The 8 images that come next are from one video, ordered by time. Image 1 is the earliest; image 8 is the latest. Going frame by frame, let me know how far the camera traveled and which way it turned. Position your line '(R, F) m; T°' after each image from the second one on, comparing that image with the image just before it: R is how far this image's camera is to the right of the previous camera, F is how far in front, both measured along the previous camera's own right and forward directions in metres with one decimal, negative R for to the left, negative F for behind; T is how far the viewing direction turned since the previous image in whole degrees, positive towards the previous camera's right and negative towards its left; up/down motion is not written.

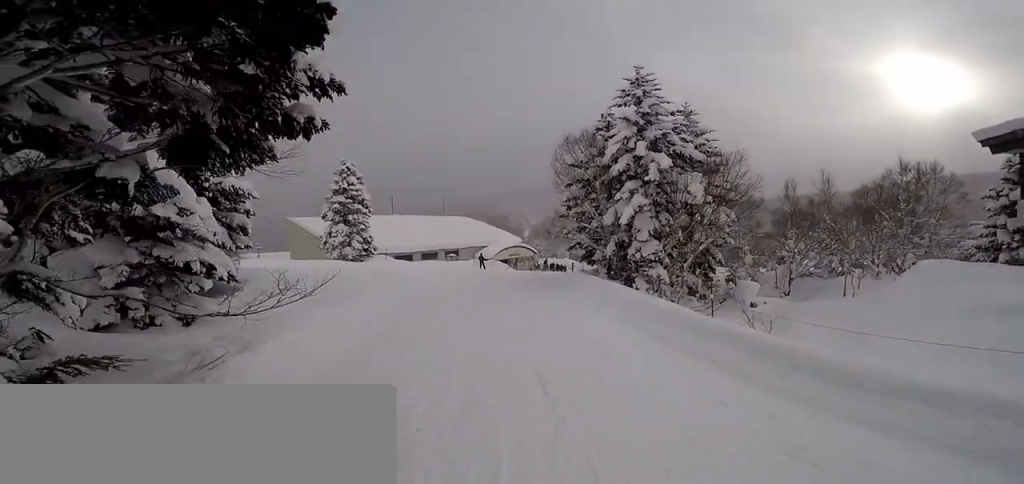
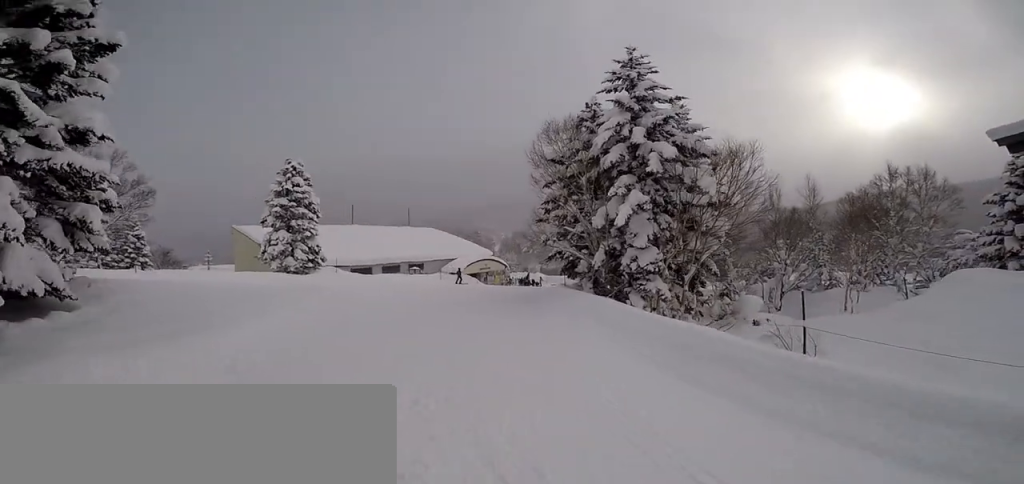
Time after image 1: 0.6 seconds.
(0.0, +3.5) m; 0°
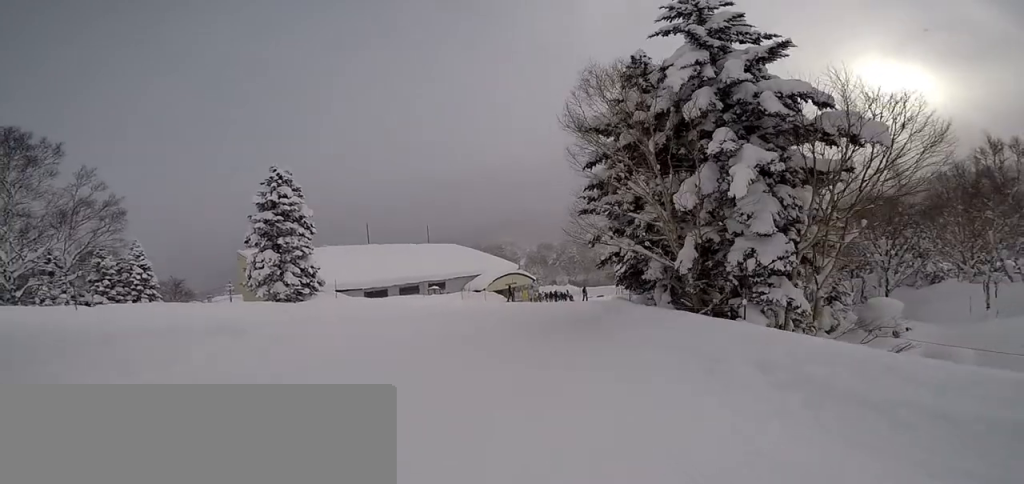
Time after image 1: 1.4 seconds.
(0.0, +5.3) m; 0°
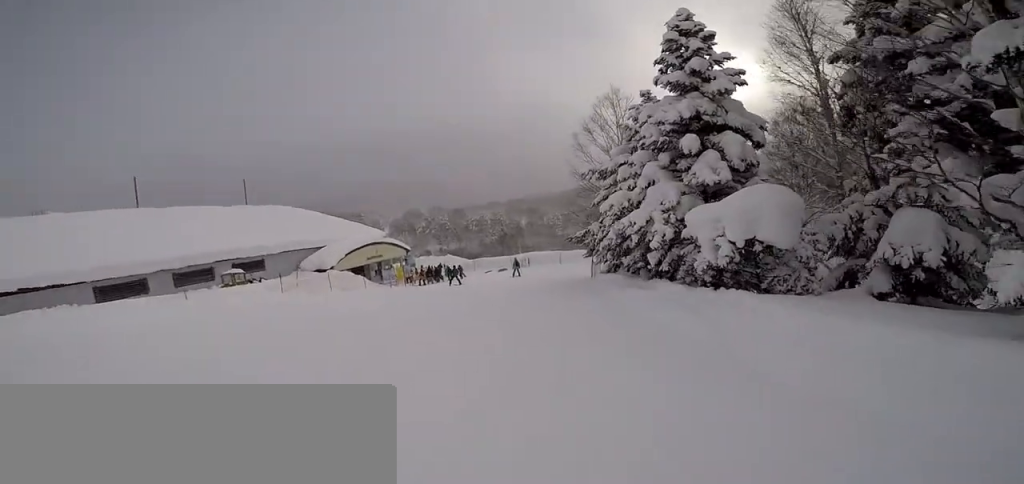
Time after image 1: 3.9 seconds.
(+1.0, +15.2) m; +16°
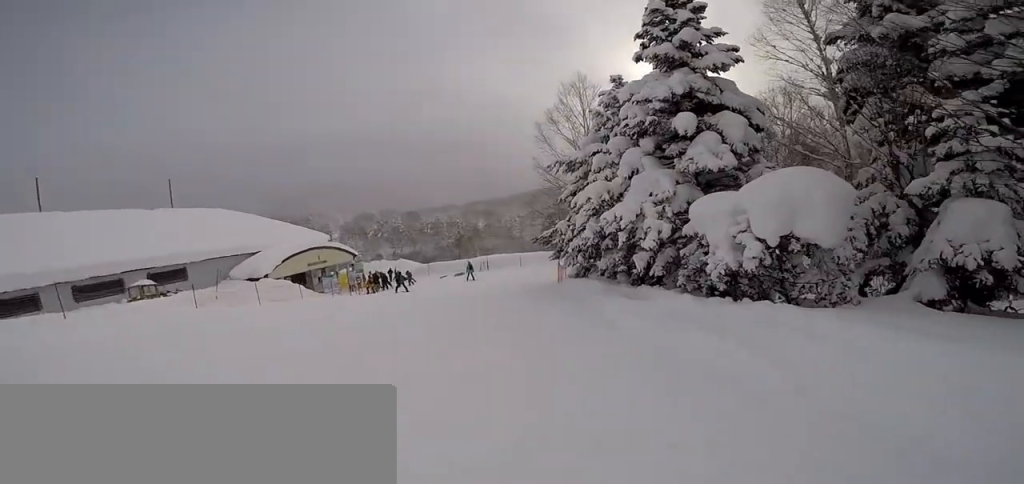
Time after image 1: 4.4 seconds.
(+0.7, +2.6) m; +1°
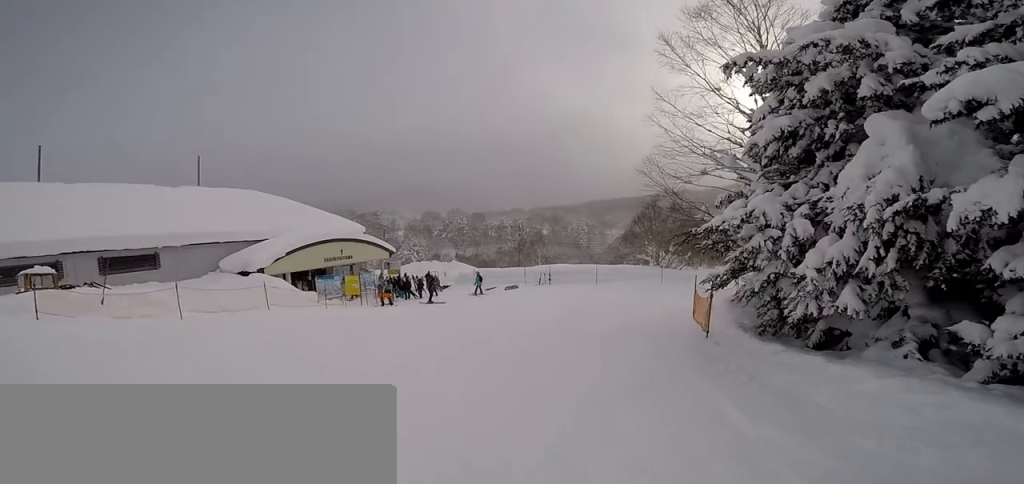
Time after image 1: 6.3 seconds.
(0.0, +10.7) m; +9°
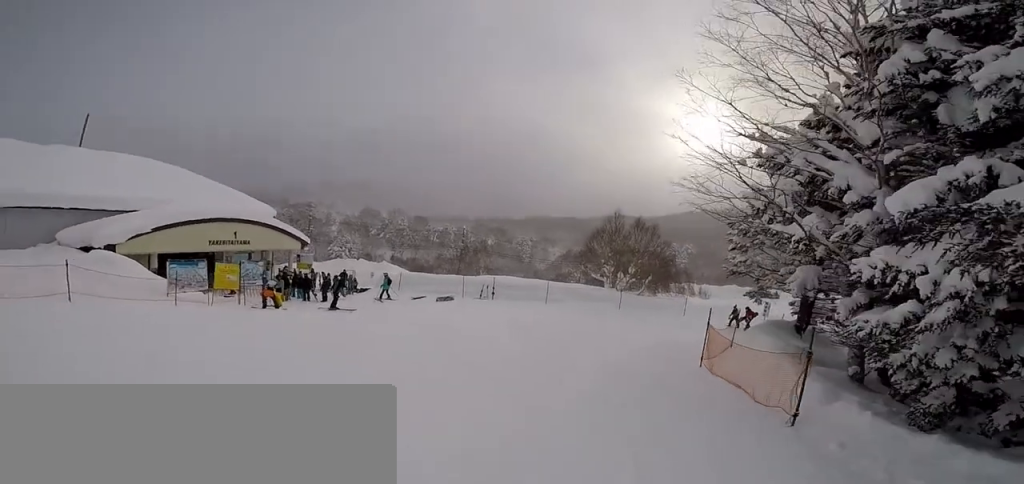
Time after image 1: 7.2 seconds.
(+0.3, +4.9) m; -5°
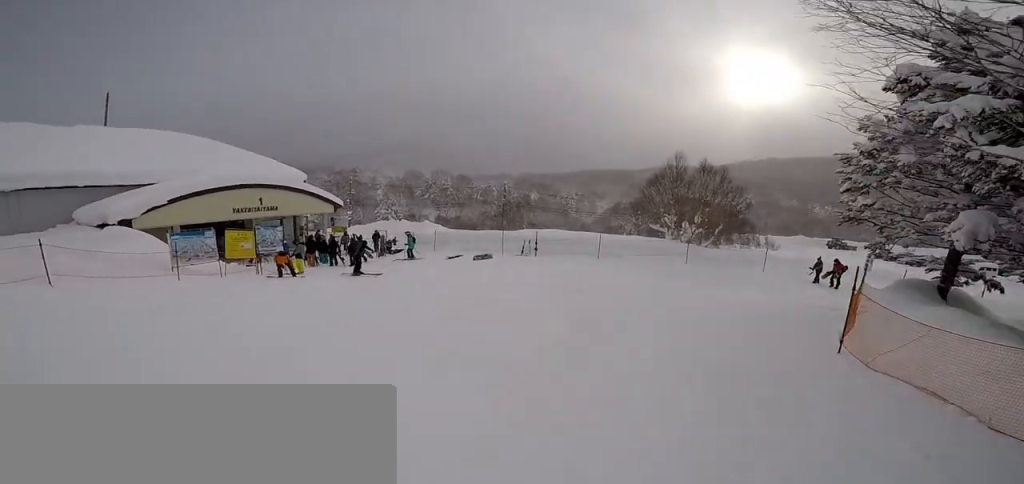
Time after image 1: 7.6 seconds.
(+0.3, +2.6) m; -7°
